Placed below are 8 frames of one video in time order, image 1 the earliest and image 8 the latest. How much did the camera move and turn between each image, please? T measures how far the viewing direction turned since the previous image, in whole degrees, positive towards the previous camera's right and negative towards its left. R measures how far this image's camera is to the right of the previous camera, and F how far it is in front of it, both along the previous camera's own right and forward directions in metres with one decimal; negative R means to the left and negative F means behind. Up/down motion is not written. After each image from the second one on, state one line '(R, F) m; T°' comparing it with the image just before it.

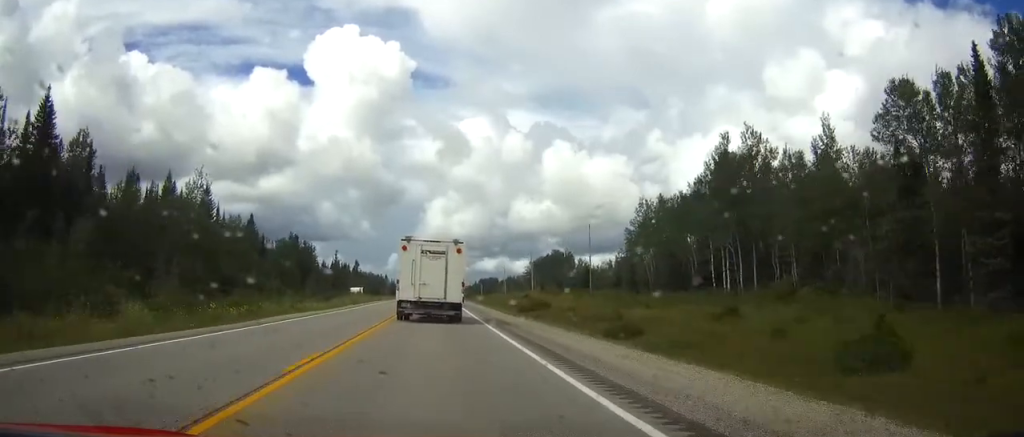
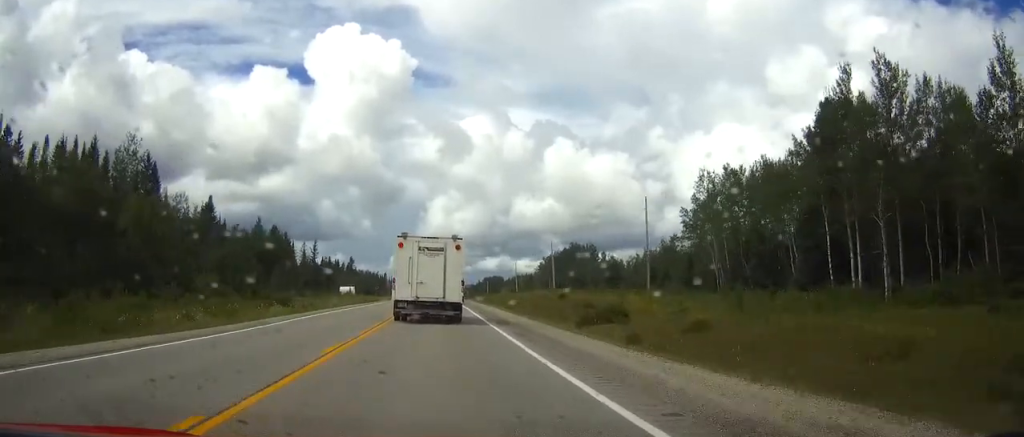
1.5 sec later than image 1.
(-0.1, +26.7) m; 0°
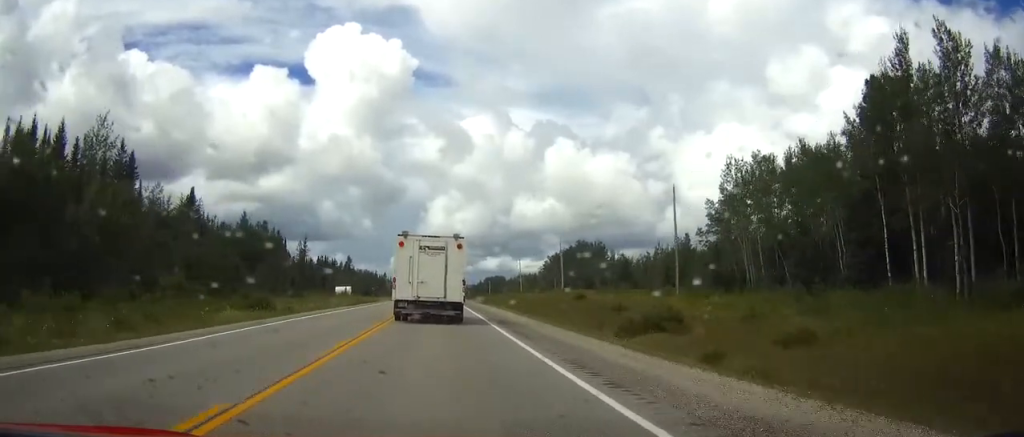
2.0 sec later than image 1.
(0.0, +8.7) m; 0°
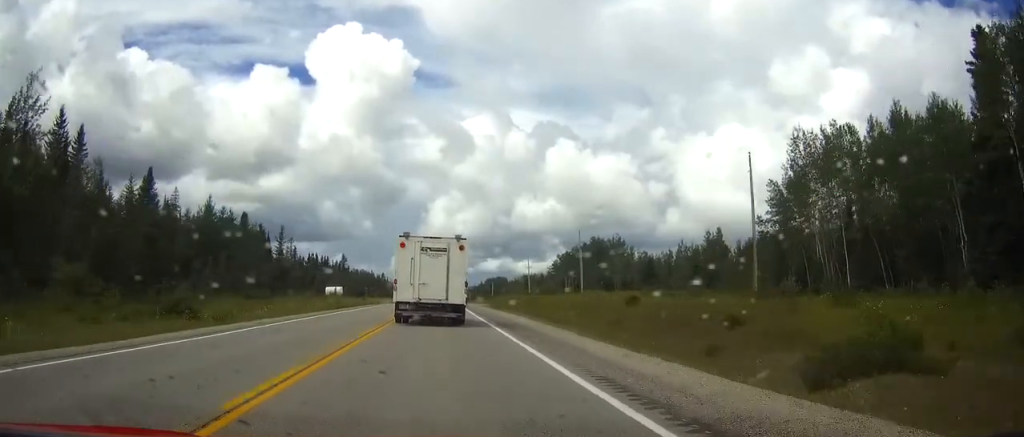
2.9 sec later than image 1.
(+0.1, +16.2) m; 0°
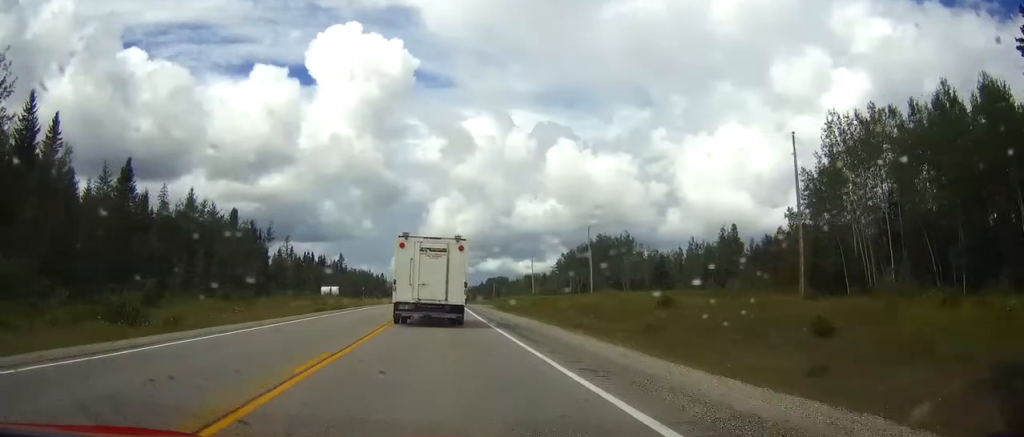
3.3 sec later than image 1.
(0.0, +6.6) m; 0°
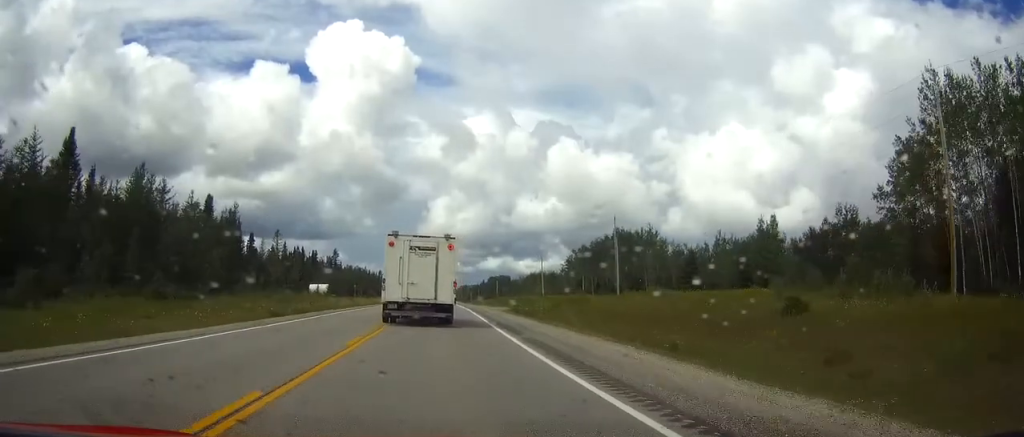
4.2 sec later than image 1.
(+0.1, +14.8) m; 0°
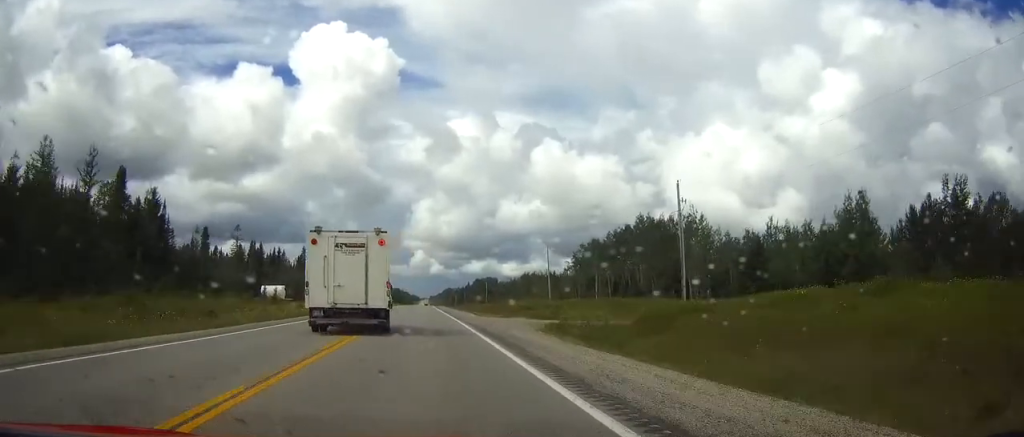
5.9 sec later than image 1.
(-0.1, +28.1) m; 0°
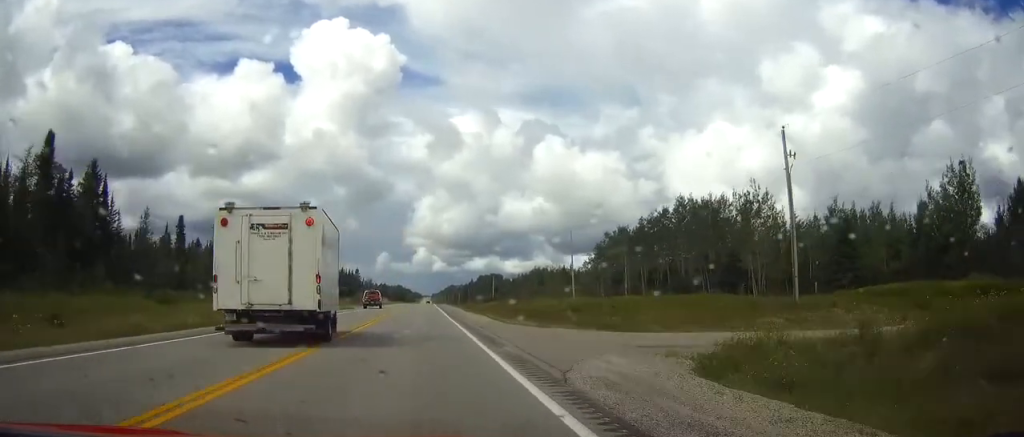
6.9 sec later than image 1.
(0.0, +18.8) m; +1°
